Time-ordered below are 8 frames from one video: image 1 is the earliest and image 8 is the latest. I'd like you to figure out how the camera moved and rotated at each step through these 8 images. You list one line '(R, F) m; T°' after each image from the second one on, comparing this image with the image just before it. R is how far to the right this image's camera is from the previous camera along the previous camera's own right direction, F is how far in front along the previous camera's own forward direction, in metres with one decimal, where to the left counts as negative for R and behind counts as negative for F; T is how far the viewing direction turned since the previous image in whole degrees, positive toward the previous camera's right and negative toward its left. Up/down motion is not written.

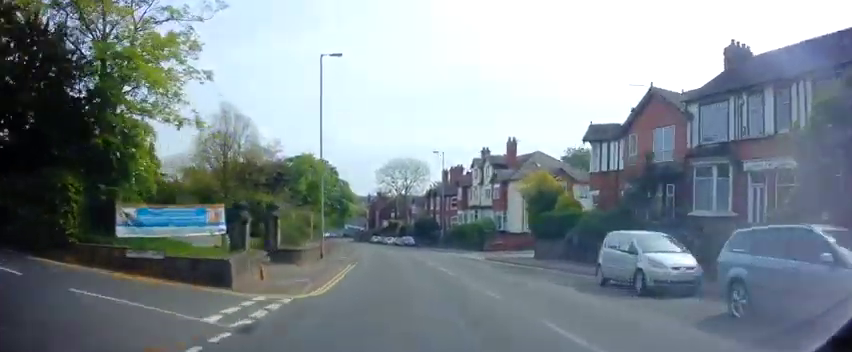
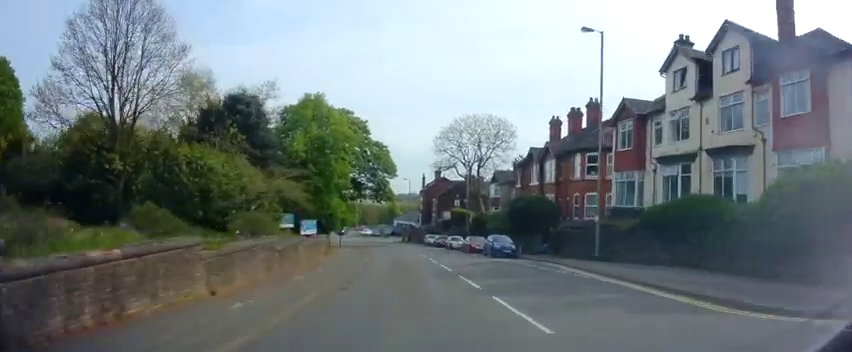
(-1.9, +36.4) m; -5°
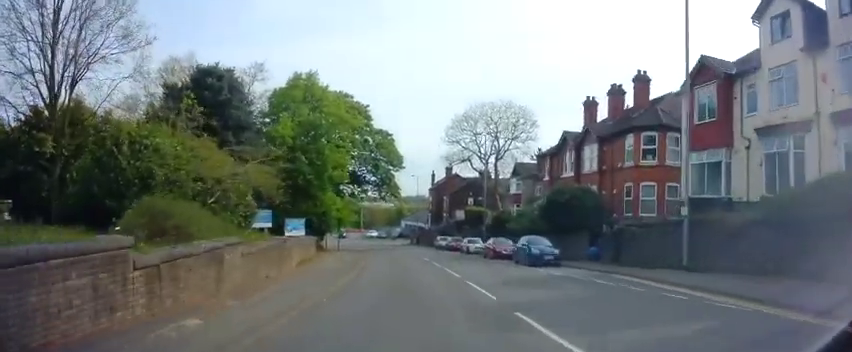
(0.0, +7.8) m; 0°
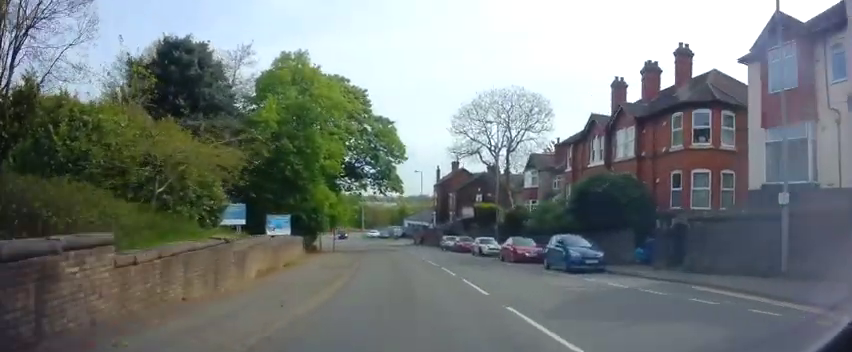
(+0.2, +5.3) m; -1°
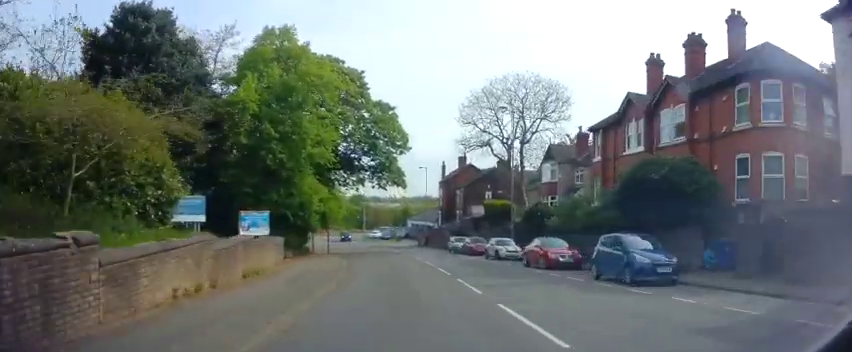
(+0.1, +5.3) m; -1°
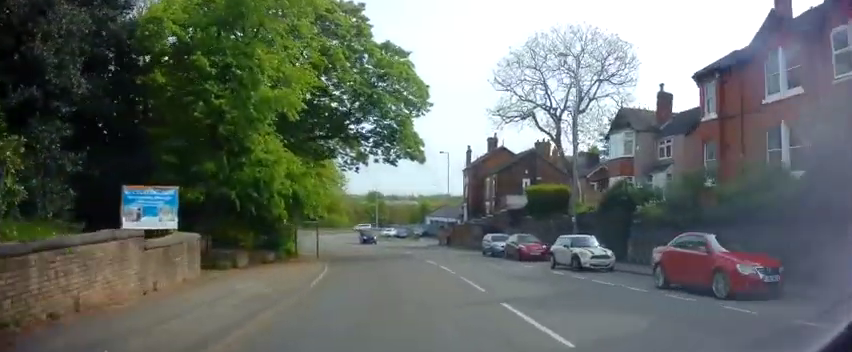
(-0.8, +11.7) m; -2°
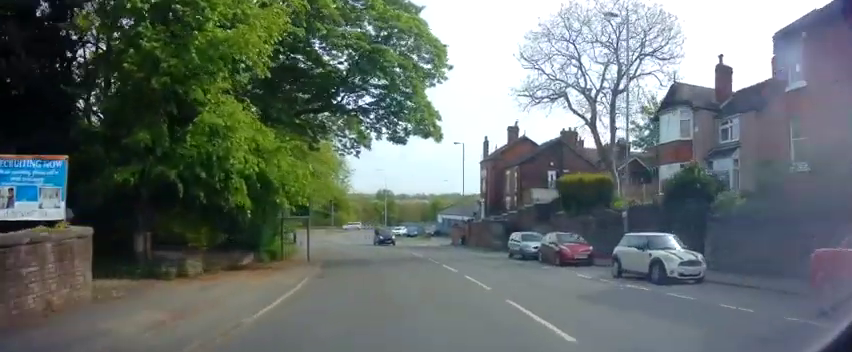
(+0.2, +5.5) m; -1°
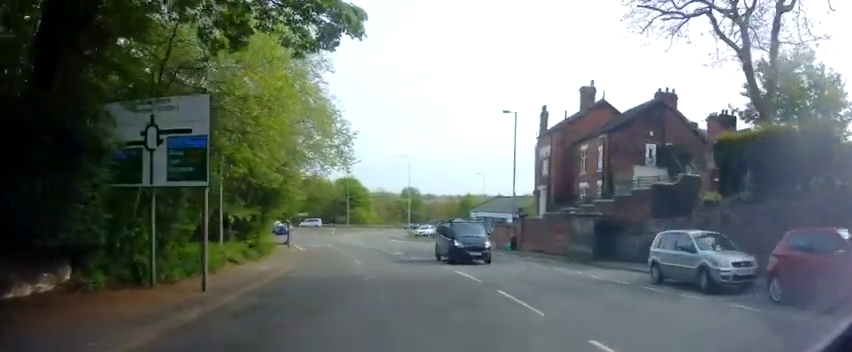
(-0.4, +14.9) m; -5°
